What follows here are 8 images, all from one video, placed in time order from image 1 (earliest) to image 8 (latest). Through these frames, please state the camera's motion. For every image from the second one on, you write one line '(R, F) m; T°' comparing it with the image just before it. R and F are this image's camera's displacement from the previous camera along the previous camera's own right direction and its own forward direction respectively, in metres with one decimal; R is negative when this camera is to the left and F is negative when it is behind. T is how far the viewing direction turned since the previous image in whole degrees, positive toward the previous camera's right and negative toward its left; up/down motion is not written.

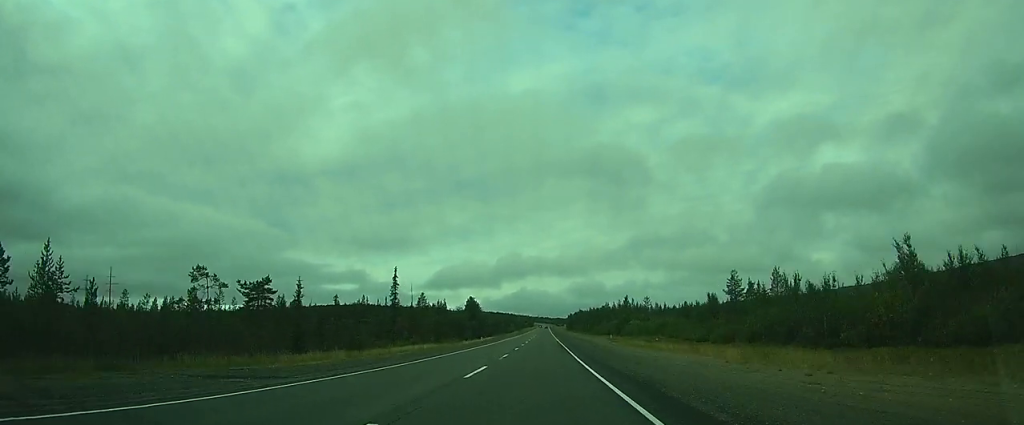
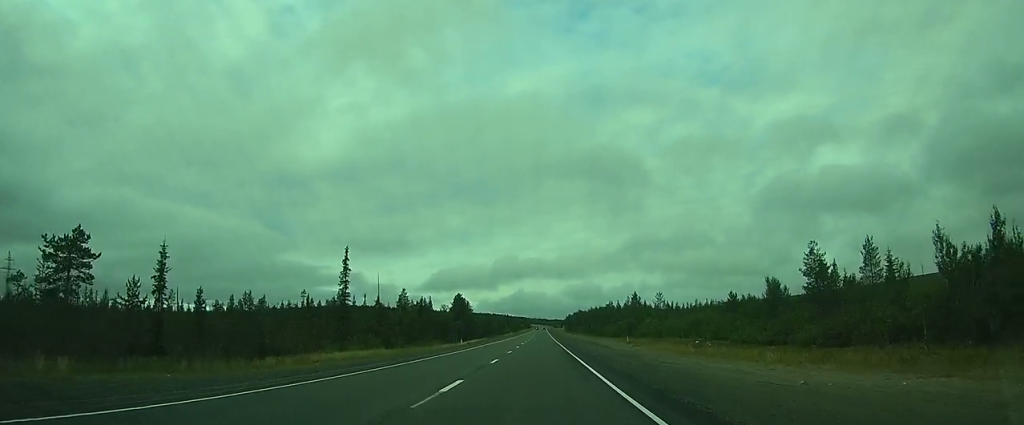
(0.0, +20.2) m; 0°
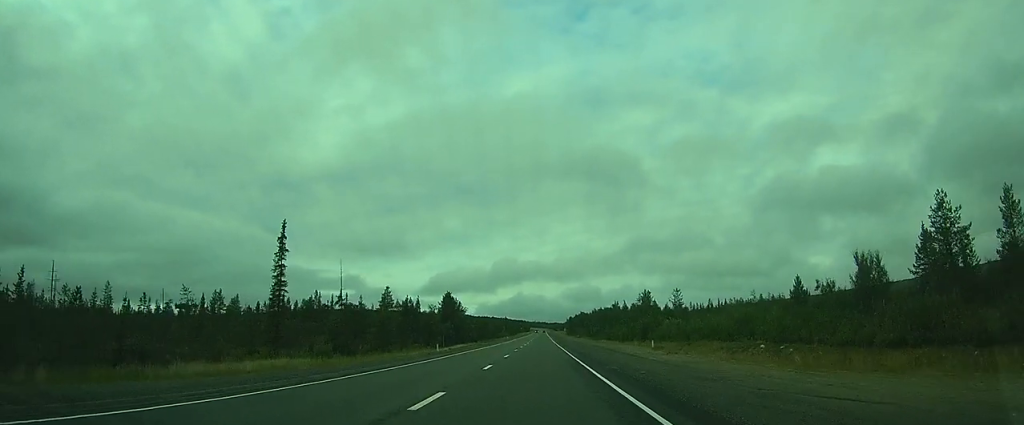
(0.0, +16.2) m; 0°
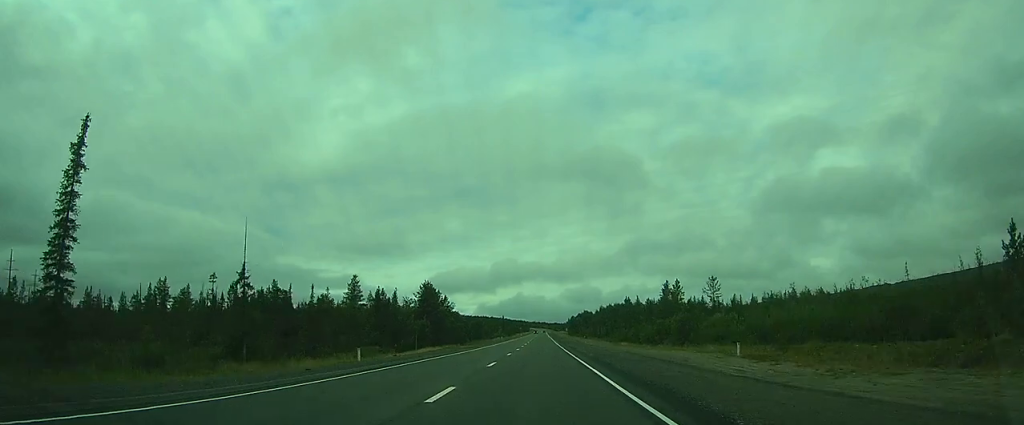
(-0.1, +24.3) m; 0°
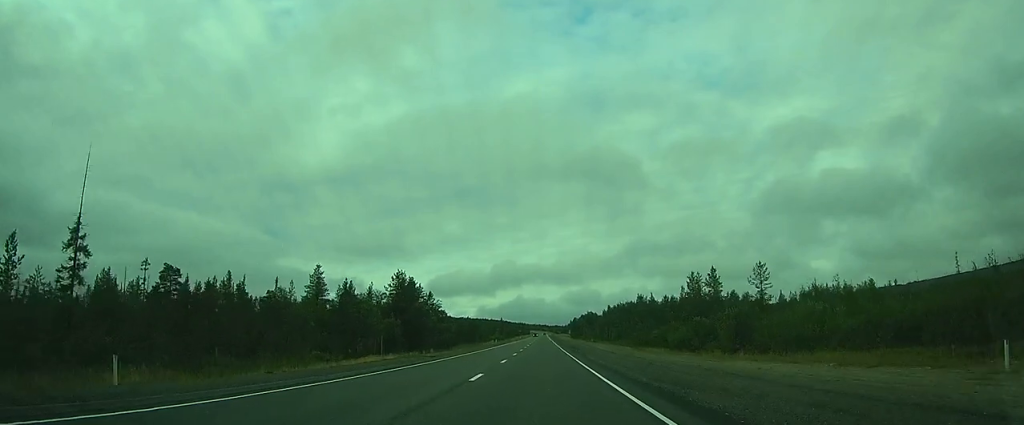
(-0.1, +19.4) m; 0°
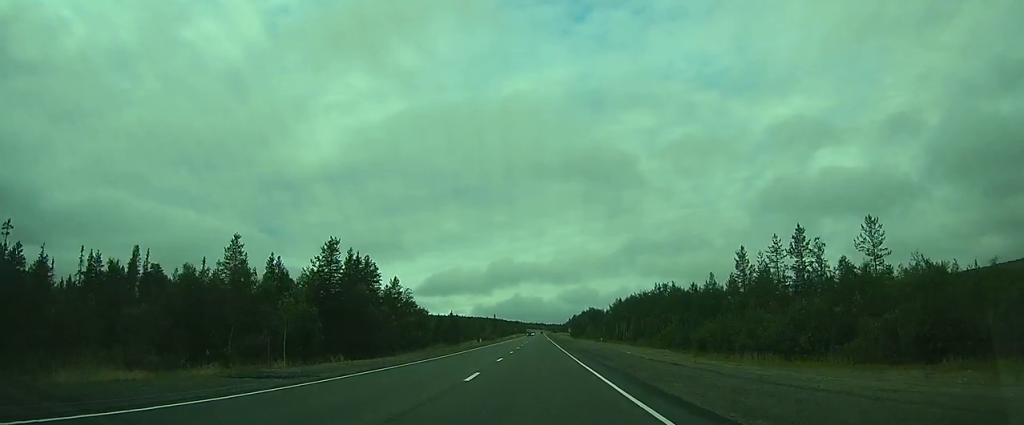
(+0.1, +25.7) m; +1°
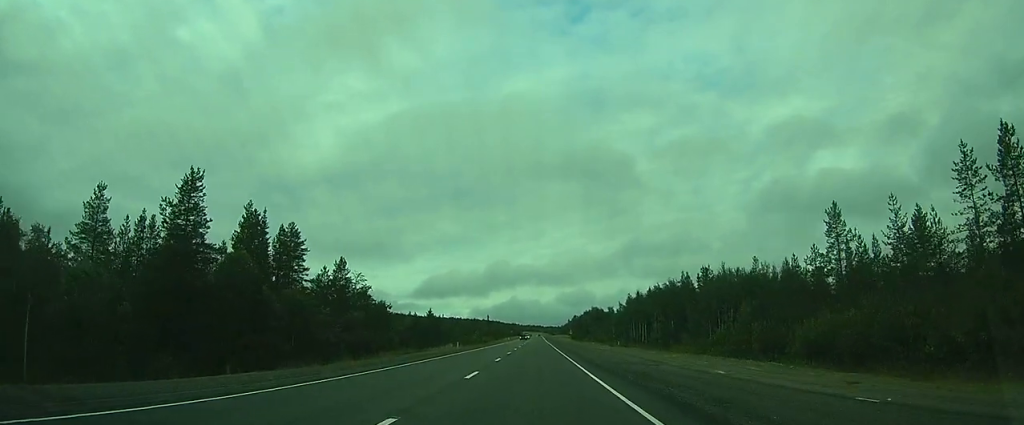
(+0.2, +24.1) m; +1°
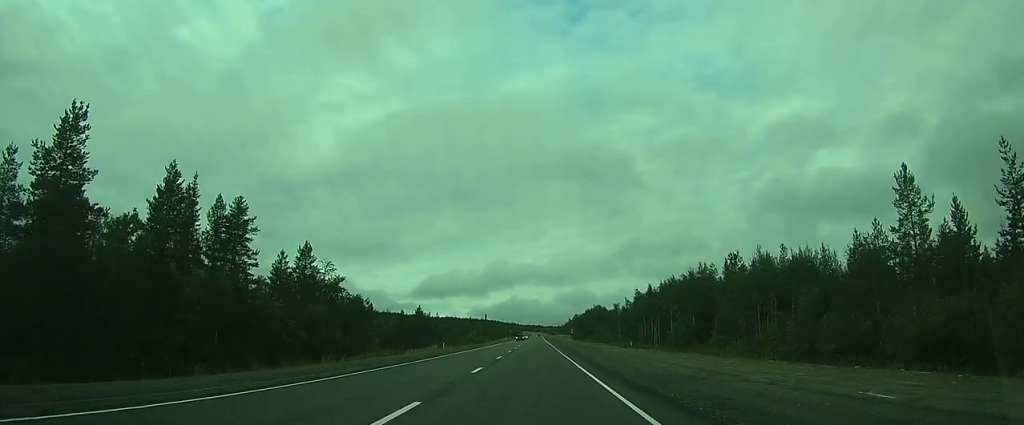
(0.0, +10.4) m; 0°
